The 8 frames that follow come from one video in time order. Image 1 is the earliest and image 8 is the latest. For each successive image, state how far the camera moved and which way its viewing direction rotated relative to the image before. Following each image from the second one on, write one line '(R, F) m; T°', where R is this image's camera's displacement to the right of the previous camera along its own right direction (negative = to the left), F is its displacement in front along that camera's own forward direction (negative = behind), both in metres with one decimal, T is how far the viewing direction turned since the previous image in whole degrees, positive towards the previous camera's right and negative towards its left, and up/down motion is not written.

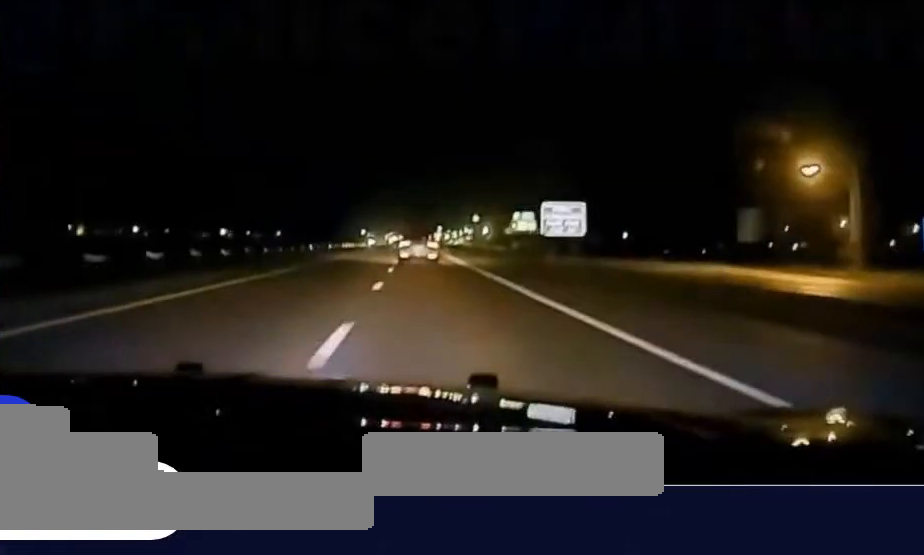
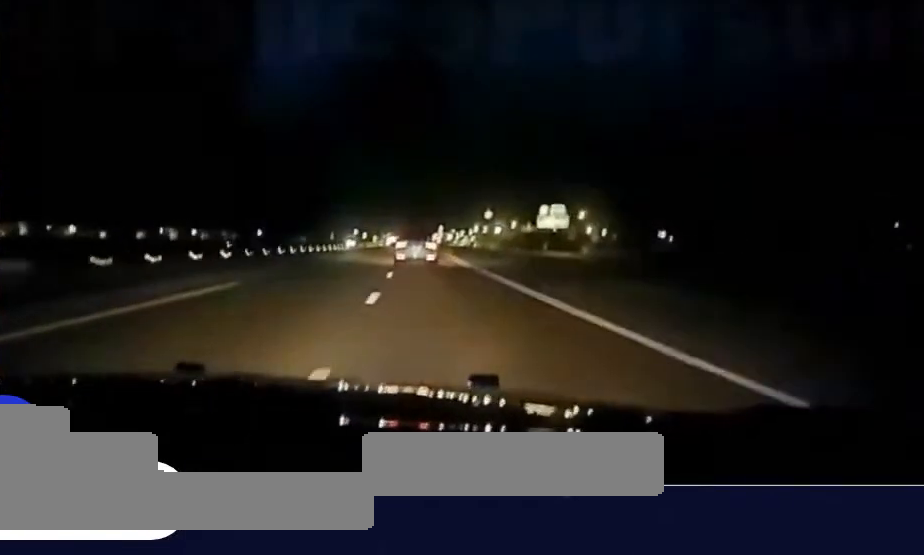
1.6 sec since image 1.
(+0.2, +80.4) m; 0°
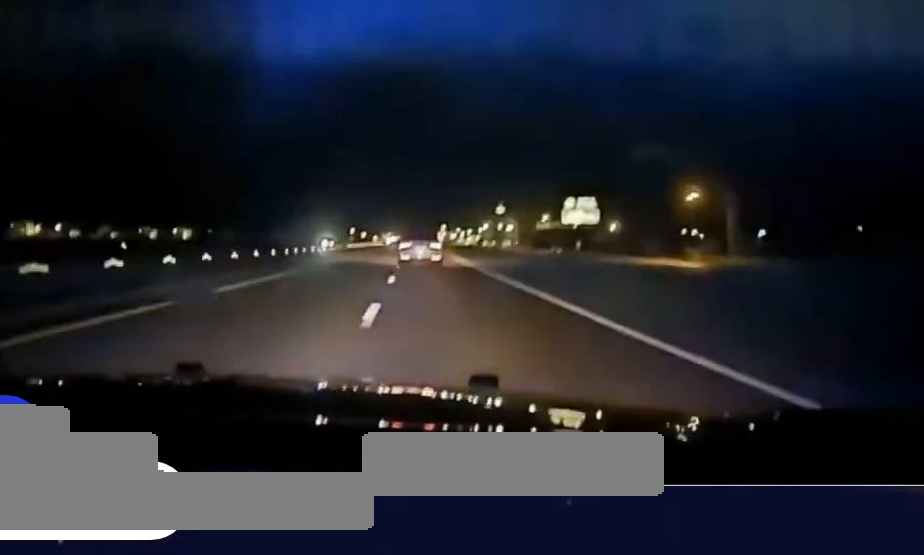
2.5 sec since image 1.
(0.0, +42.9) m; 0°
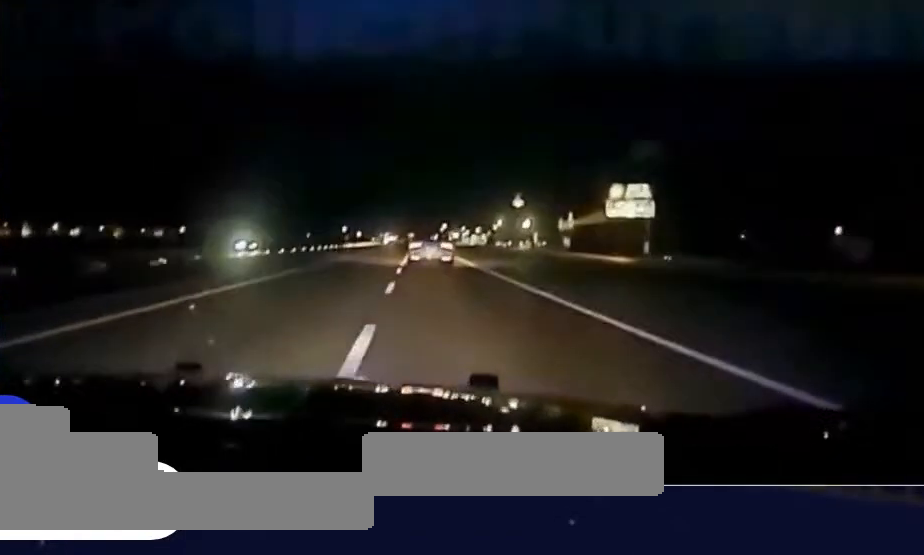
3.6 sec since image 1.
(+0.1, +49.8) m; 0°
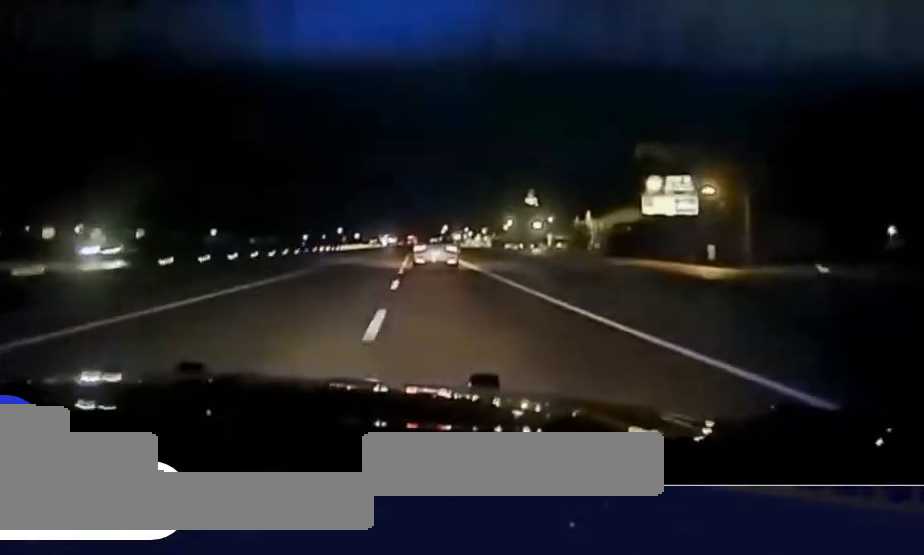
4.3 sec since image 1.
(0.0, +30.4) m; 0°
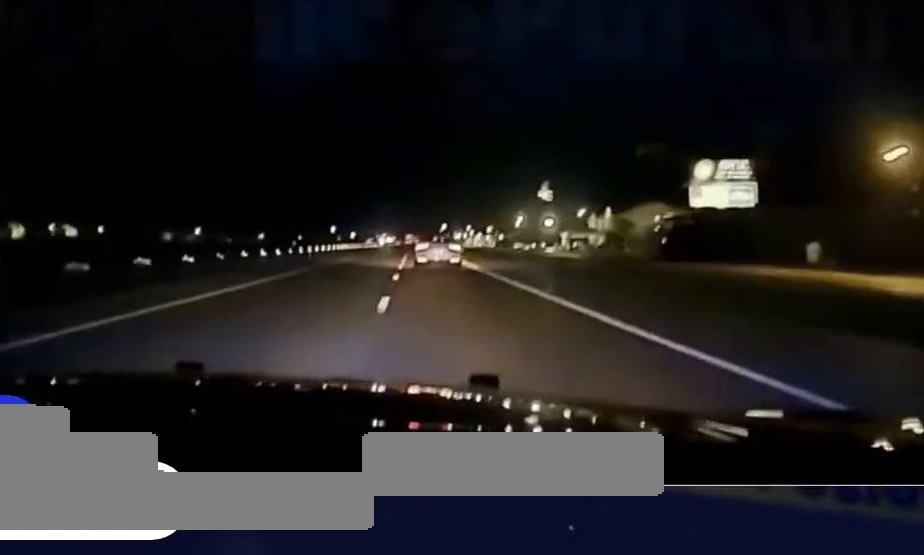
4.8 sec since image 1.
(0.0, +33.0) m; 0°
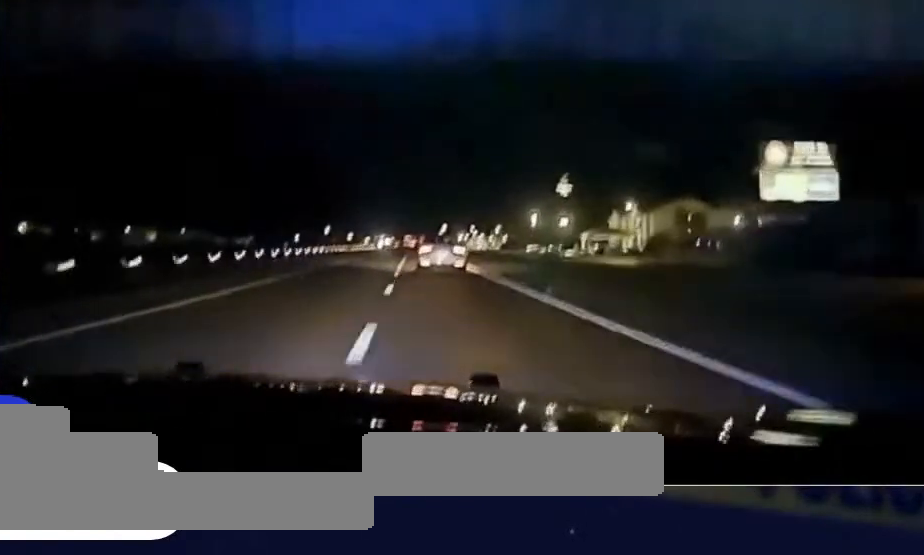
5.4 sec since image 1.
(0.0, +32.8) m; 0°
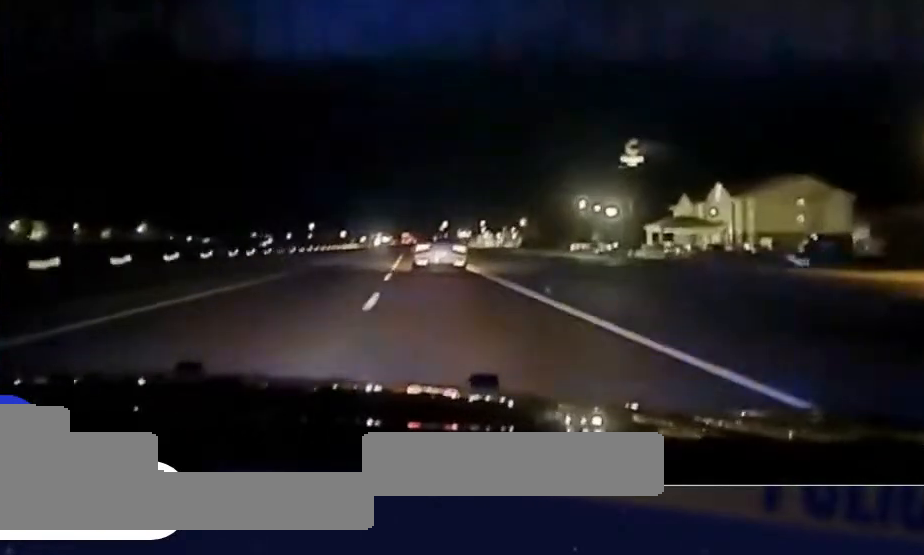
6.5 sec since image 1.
(-0.2, +80.4) m; 0°
